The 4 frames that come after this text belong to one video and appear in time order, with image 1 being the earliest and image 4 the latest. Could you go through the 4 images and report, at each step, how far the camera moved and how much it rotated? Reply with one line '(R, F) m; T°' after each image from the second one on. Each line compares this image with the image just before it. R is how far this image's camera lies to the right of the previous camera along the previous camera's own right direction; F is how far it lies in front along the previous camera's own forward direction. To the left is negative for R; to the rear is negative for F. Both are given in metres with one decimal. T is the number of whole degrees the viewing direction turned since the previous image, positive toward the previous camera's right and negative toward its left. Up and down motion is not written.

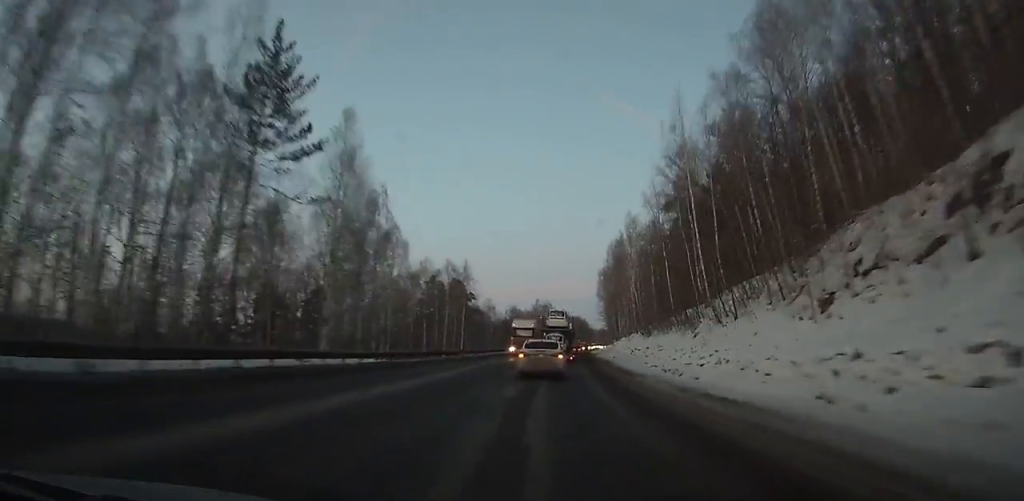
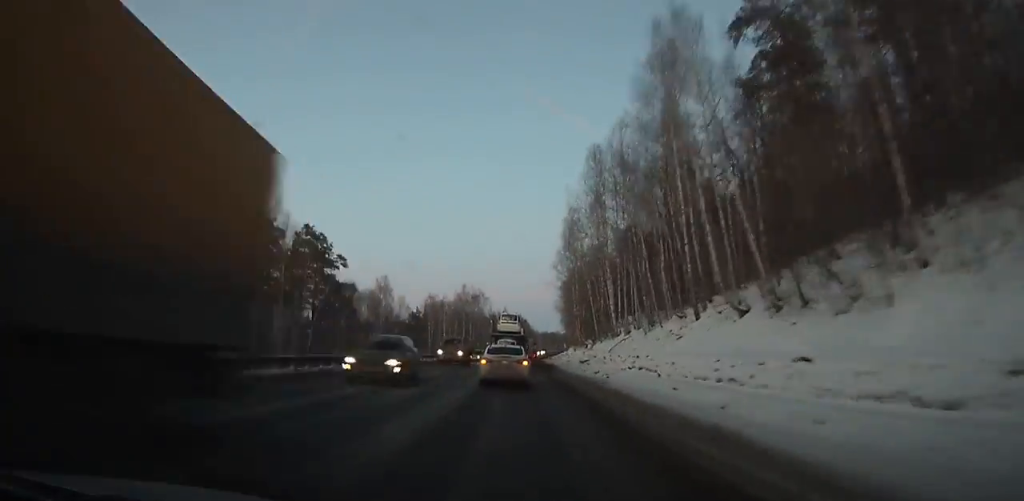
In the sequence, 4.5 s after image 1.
(+2.8, +58.2) m; +4°
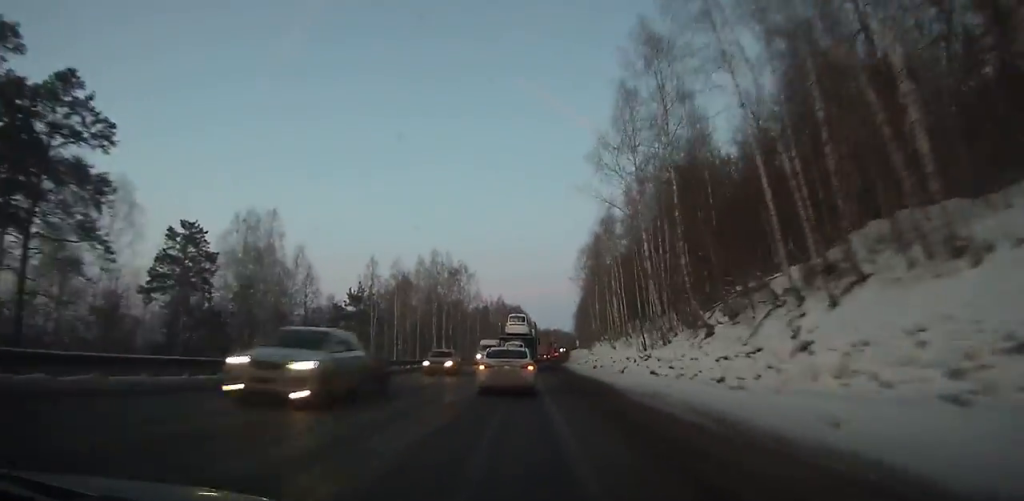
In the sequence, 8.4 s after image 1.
(+0.4, +50.3) m; +2°
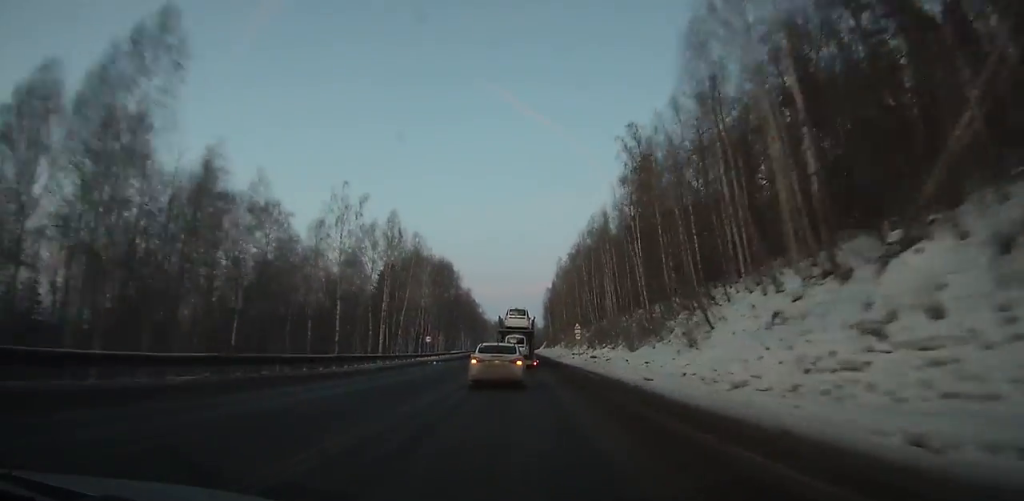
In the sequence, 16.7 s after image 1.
(+3.9, +96.6) m; +3°
